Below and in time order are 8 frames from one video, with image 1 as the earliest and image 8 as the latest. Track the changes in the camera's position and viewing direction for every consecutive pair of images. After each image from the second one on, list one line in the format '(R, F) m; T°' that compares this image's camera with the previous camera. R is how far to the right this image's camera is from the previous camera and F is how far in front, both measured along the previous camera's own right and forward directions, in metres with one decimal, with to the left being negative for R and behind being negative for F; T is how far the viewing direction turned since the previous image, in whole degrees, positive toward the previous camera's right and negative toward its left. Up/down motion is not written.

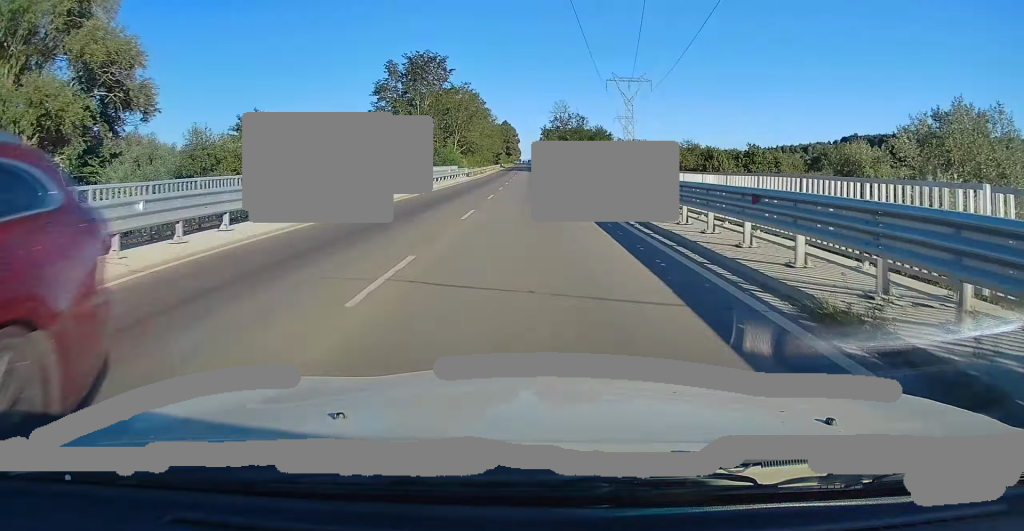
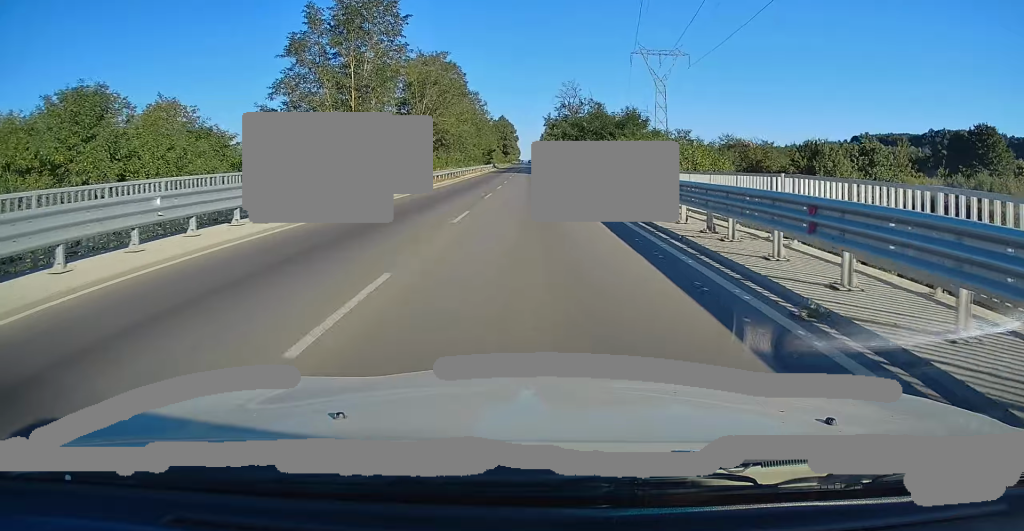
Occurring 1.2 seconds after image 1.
(0.0, +28.5) m; 0°
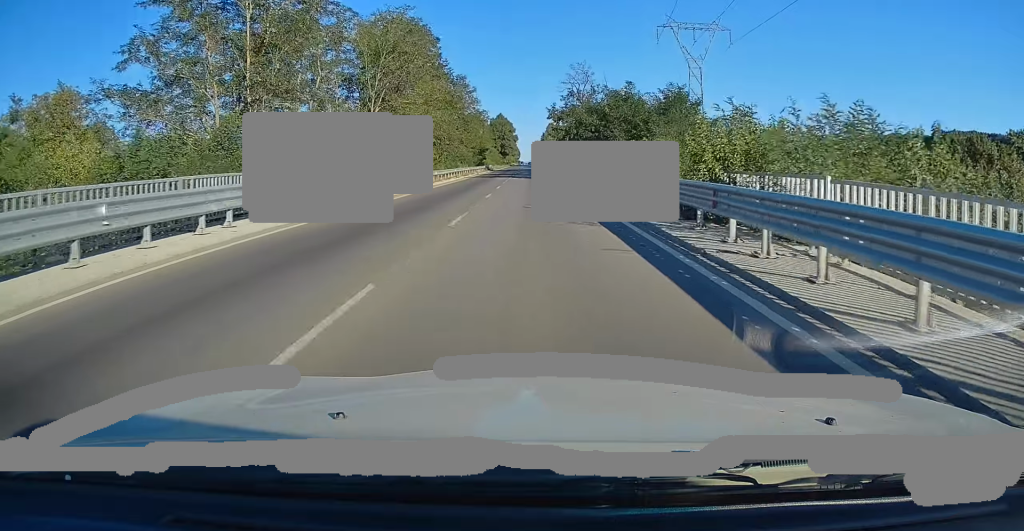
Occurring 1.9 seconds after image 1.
(0.0, +18.8) m; 0°
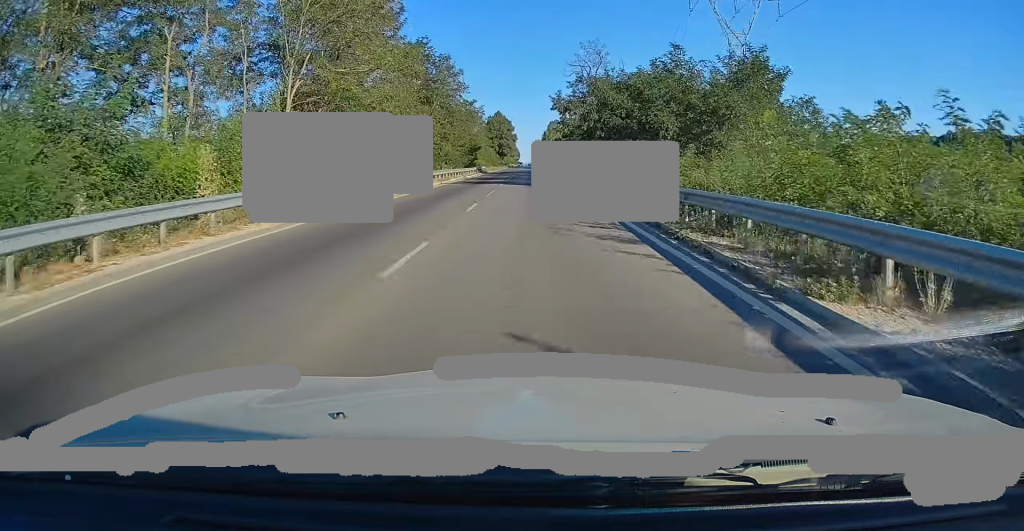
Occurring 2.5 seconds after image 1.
(0.0, +14.7) m; 0°
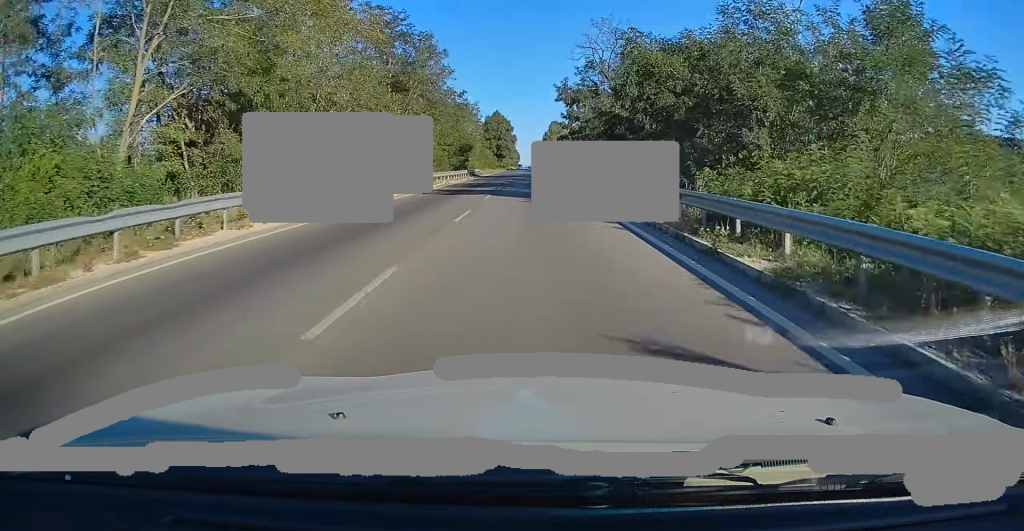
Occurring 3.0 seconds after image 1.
(0.0, +11.4) m; 0°
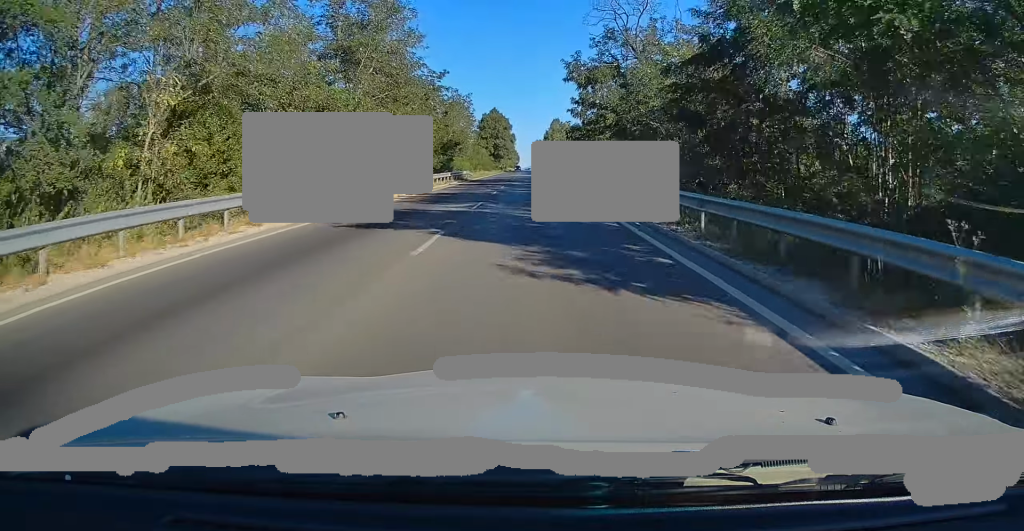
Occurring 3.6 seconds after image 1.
(0.0, +13.9) m; 0°
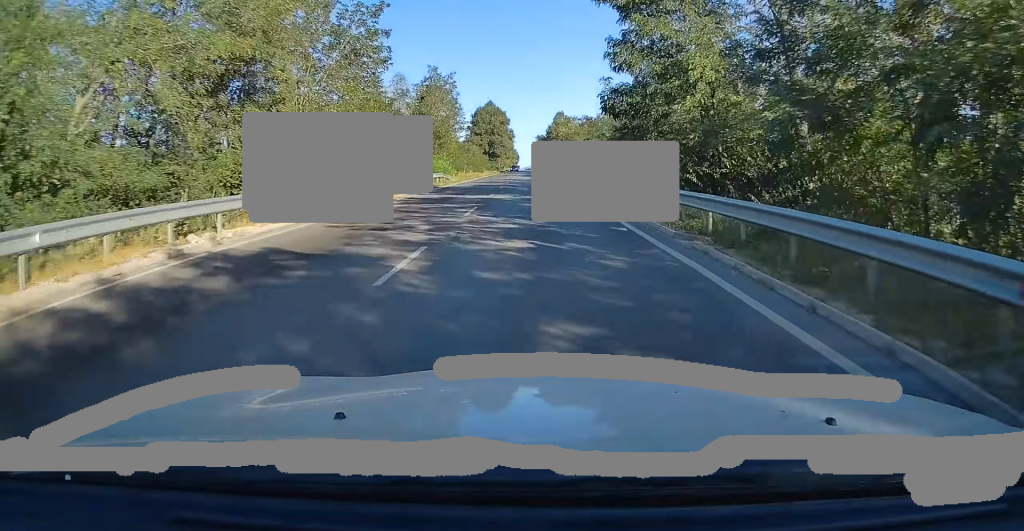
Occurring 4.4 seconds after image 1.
(+0.1, +20.4) m; +1°
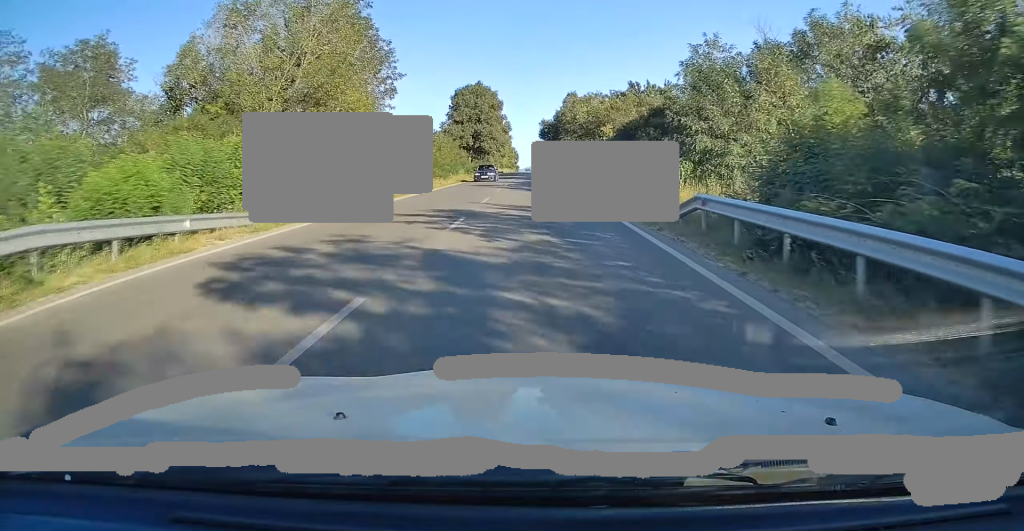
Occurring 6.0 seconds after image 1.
(+0.1, +39.8) m; -1°
